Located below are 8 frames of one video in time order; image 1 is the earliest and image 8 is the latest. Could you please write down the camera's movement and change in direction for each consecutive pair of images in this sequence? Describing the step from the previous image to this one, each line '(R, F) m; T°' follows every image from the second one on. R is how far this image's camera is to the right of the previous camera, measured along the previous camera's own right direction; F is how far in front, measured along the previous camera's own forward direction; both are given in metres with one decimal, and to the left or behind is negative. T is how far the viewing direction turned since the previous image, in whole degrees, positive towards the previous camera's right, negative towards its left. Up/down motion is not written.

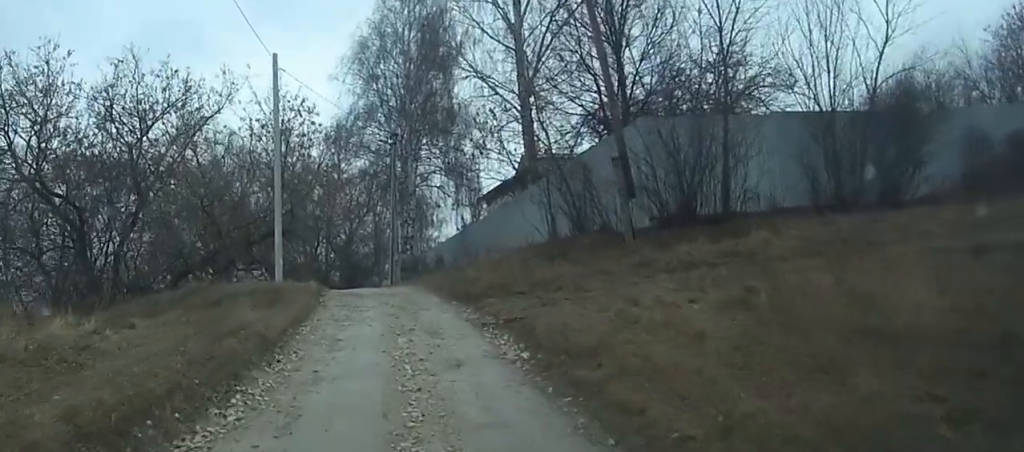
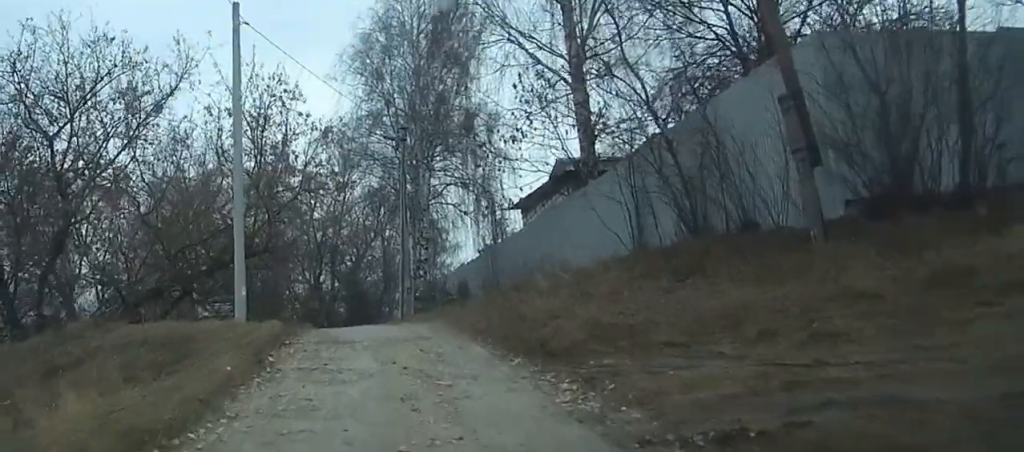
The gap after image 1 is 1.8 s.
(-0.4, +10.0) m; -2°
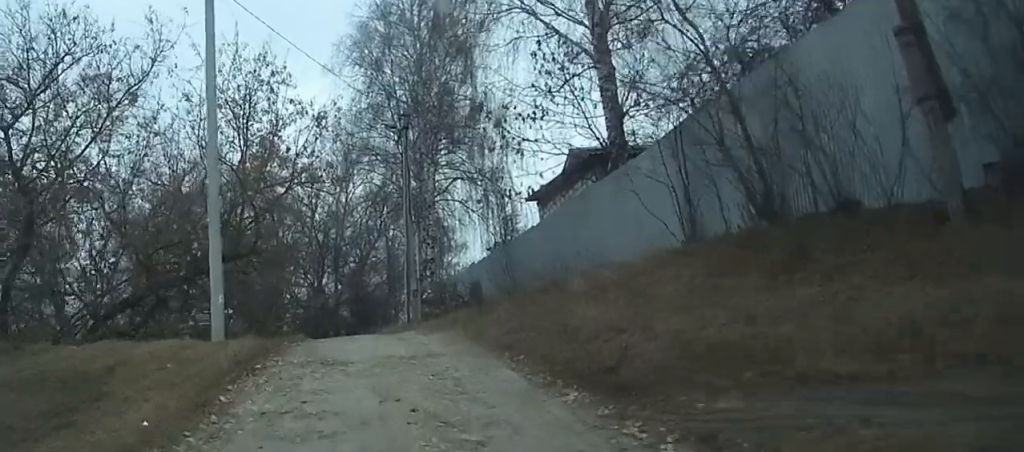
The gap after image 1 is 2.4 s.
(-0.4, +3.3) m; +4°
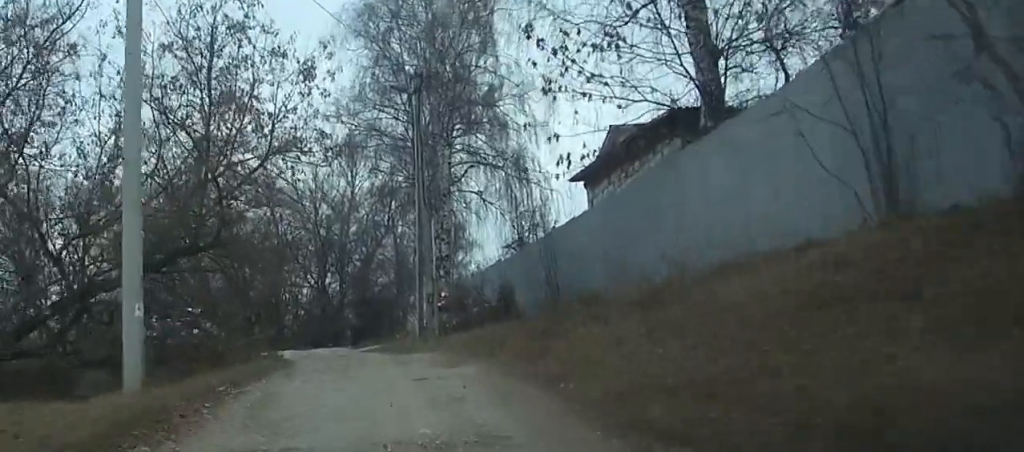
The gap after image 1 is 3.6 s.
(+1.2, +6.6) m; +5°
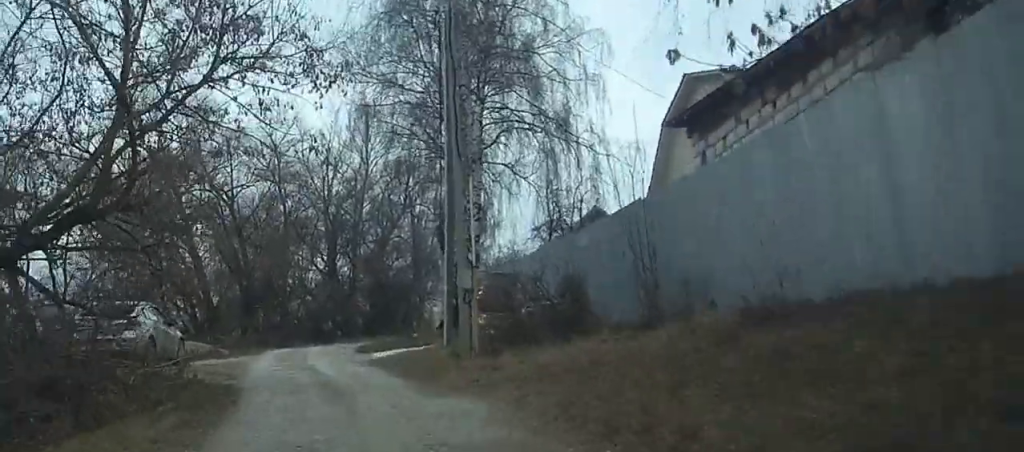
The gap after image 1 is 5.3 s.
(-0.7, +8.6) m; -11°
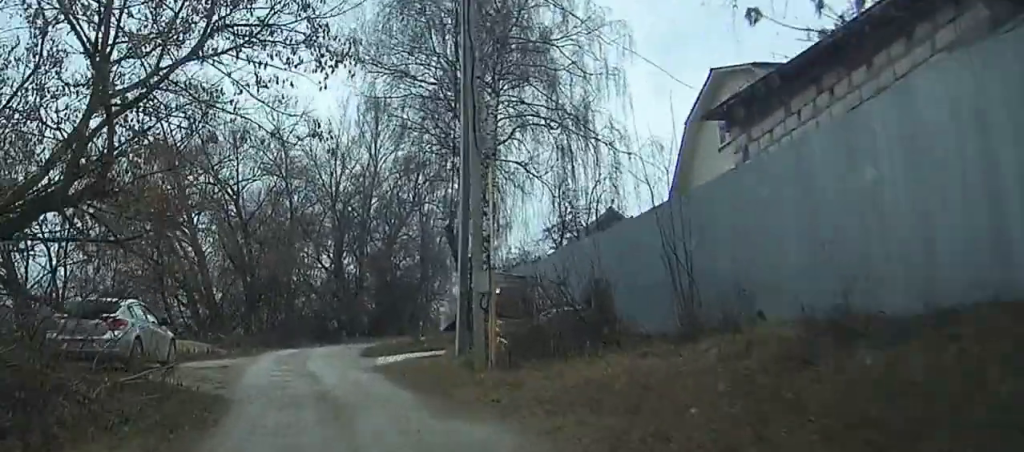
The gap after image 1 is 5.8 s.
(-0.2, +1.9) m; -2°
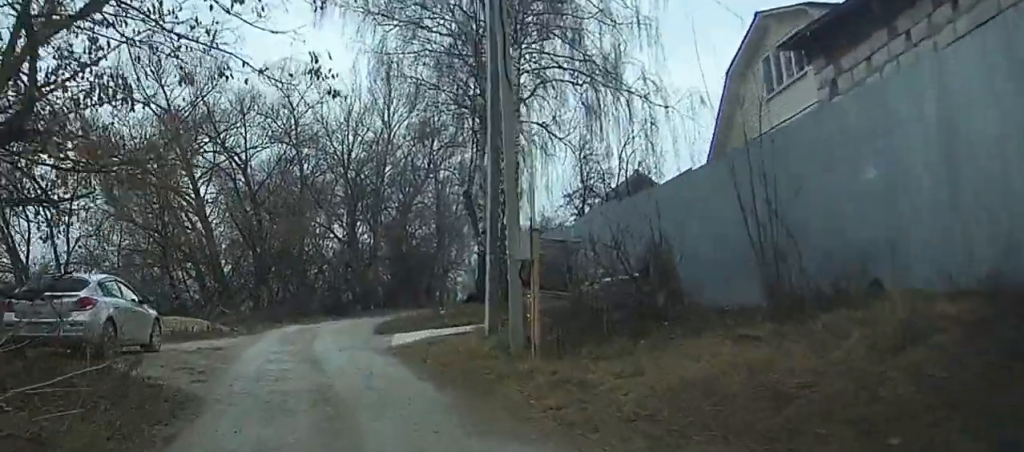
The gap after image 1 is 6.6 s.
(-0.2, +3.6) m; -2°
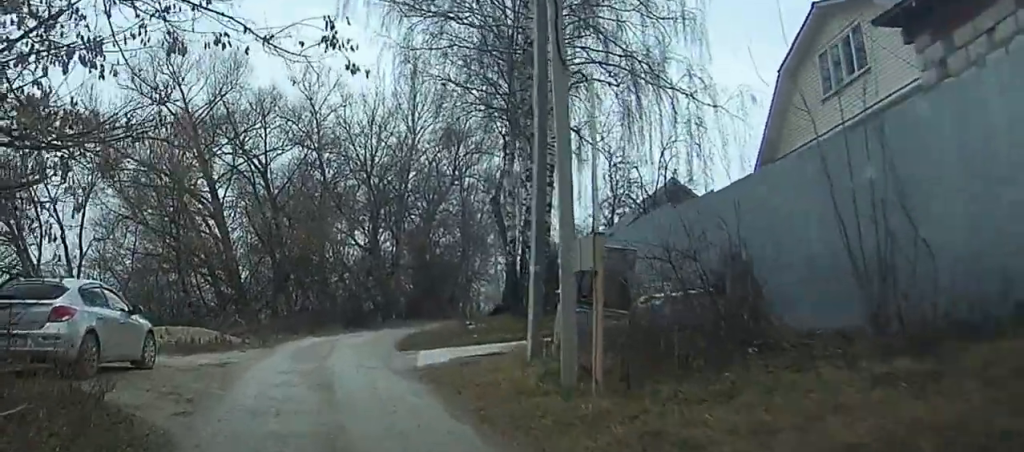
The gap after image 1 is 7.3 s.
(+0.1, +2.8) m; +2°
